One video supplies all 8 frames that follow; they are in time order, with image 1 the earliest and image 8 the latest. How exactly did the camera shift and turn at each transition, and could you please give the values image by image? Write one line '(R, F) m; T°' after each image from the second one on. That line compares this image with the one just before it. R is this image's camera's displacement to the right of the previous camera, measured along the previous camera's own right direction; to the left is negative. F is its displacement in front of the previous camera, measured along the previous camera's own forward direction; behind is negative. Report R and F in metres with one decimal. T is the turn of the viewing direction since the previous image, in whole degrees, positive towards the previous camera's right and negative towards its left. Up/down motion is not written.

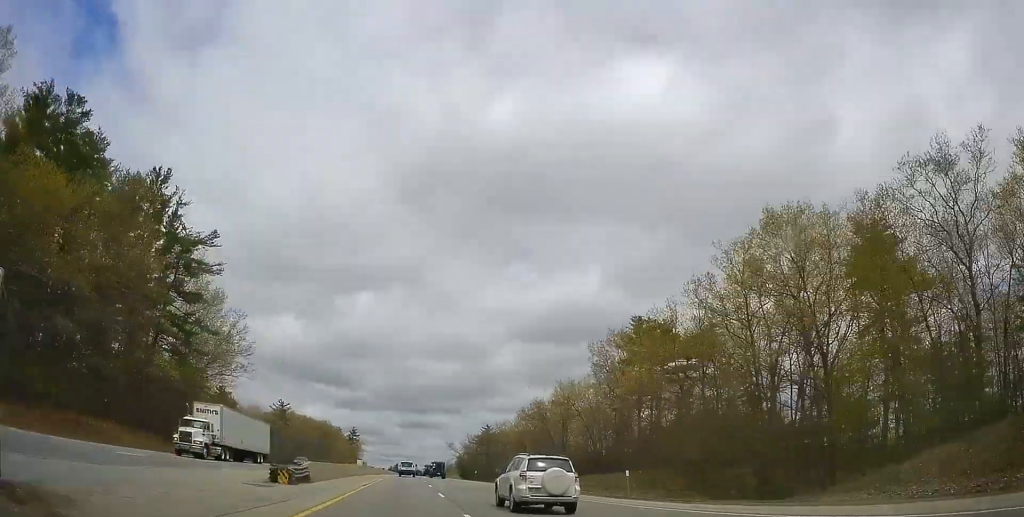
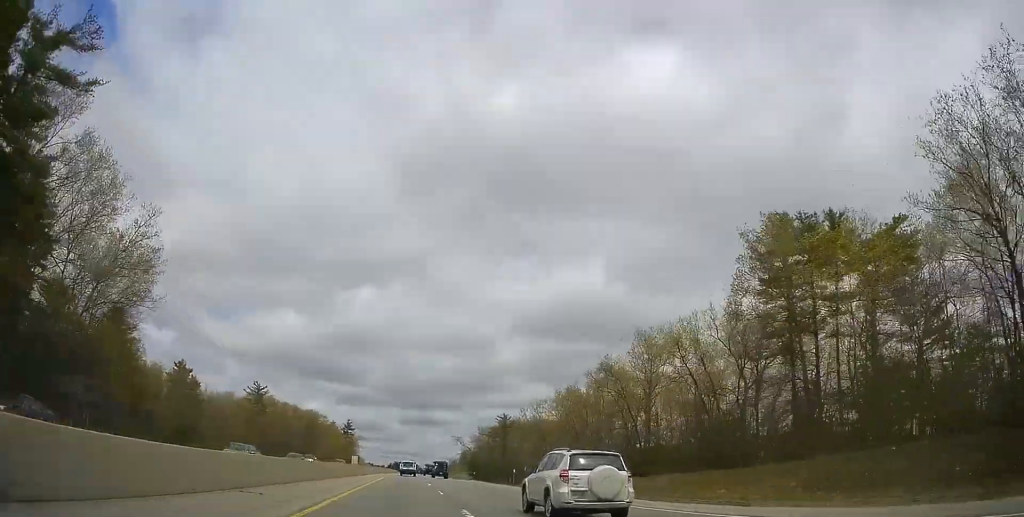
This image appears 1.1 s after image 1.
(0.0, +34.8) m; 0°
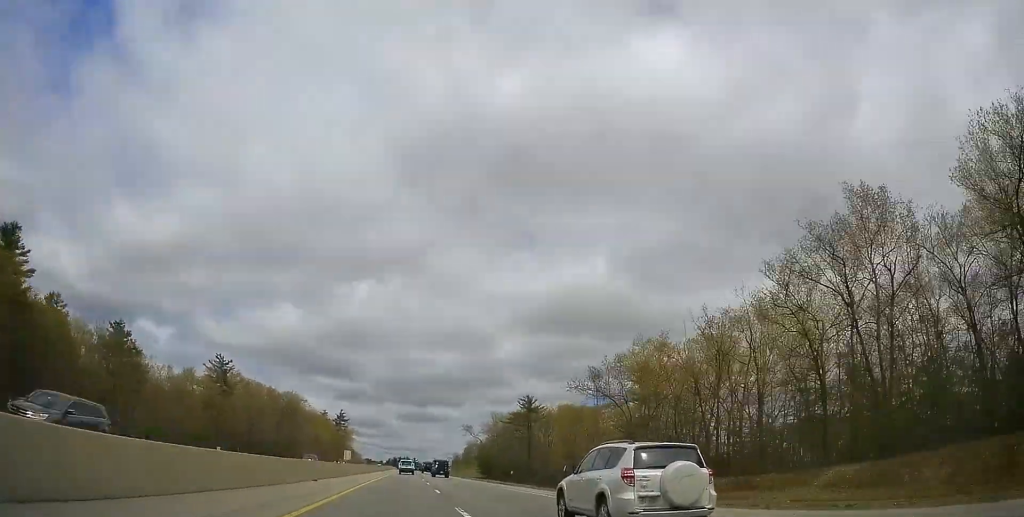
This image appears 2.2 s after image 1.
(-0.2, +35.2) m; -1°
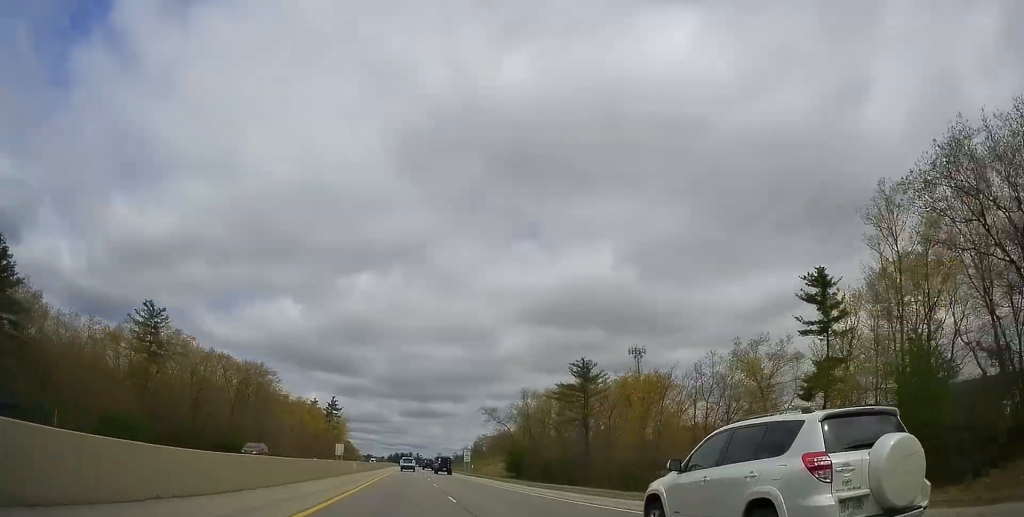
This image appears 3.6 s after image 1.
(0.0, +42.6) m; 0°
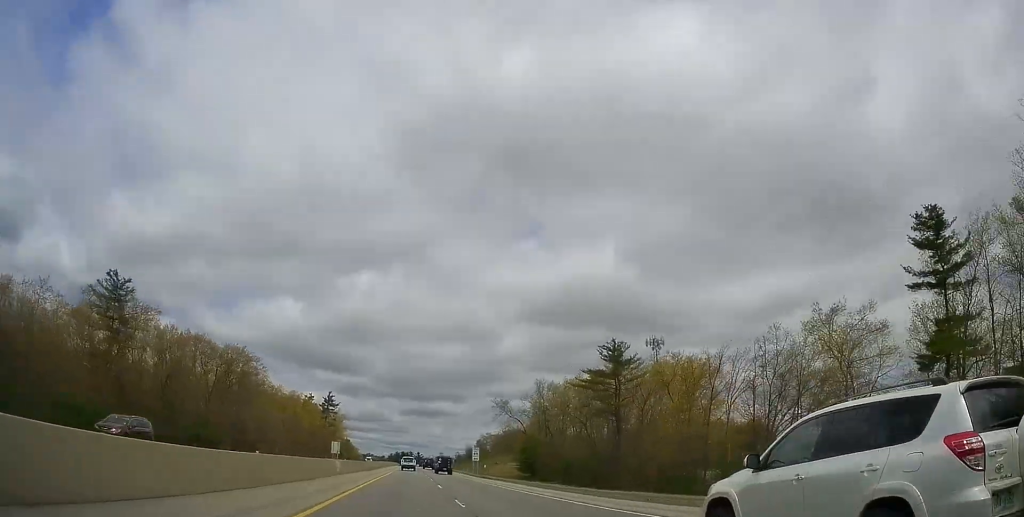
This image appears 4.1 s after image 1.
(+0.1, +14.5) m; 0°
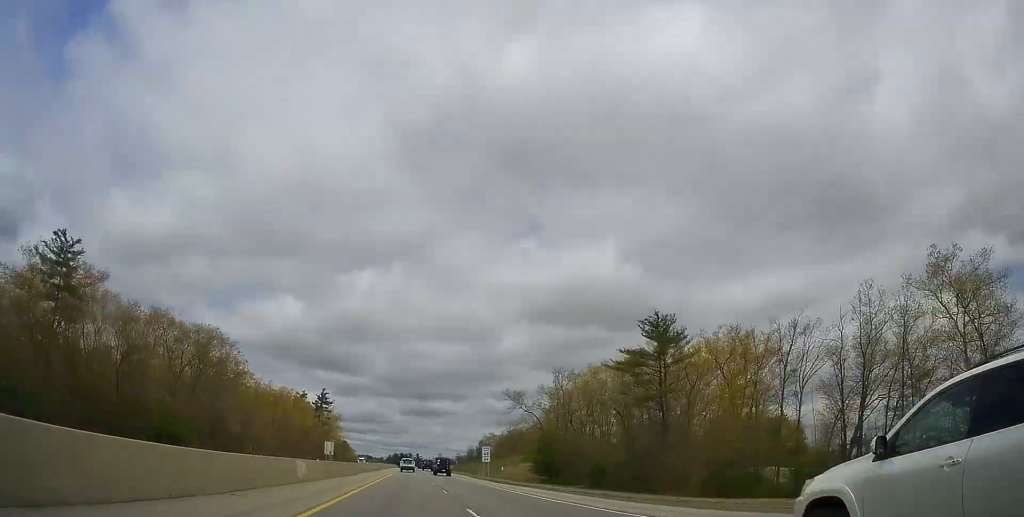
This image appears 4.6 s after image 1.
(-0.2, +15.5) m; 0°
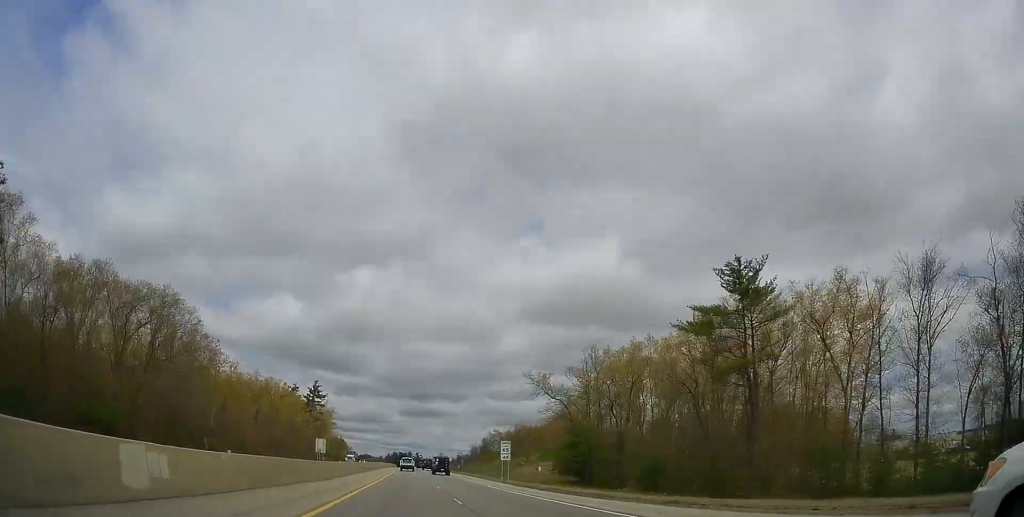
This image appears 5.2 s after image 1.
(-0.1, +18.7) m; 0°
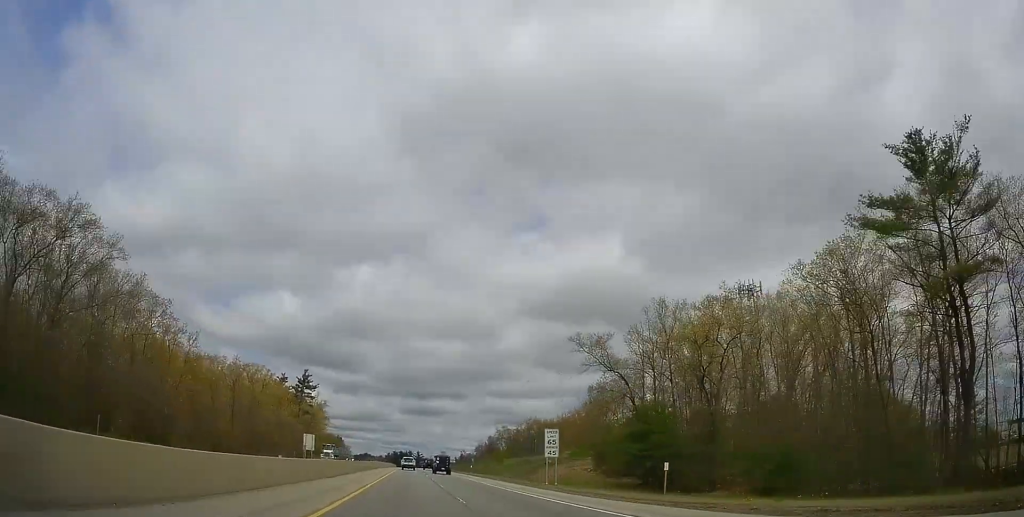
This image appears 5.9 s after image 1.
(0.0, +23.4) m; +1°
